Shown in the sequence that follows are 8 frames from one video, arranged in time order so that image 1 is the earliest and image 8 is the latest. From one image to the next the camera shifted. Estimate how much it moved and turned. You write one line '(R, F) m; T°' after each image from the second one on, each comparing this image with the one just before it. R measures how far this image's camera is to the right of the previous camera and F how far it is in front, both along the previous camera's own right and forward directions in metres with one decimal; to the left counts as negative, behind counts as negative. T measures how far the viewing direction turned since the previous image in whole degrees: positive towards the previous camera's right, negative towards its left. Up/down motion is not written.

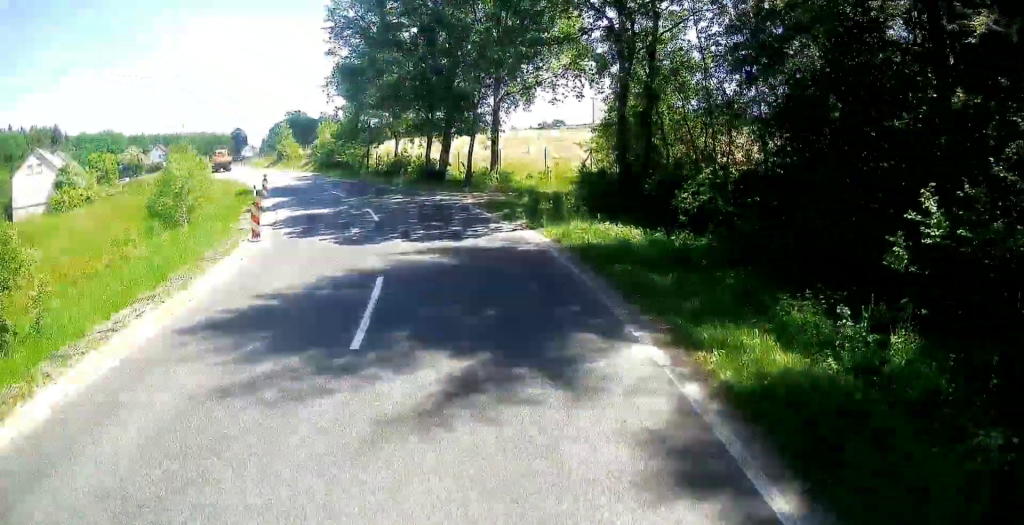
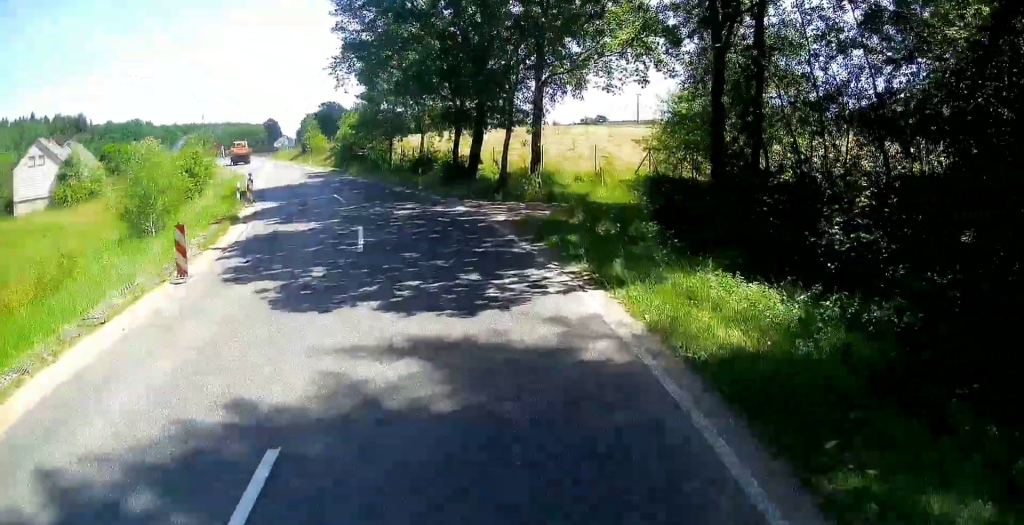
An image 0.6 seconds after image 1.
(0.0, +6.8) m; -3°
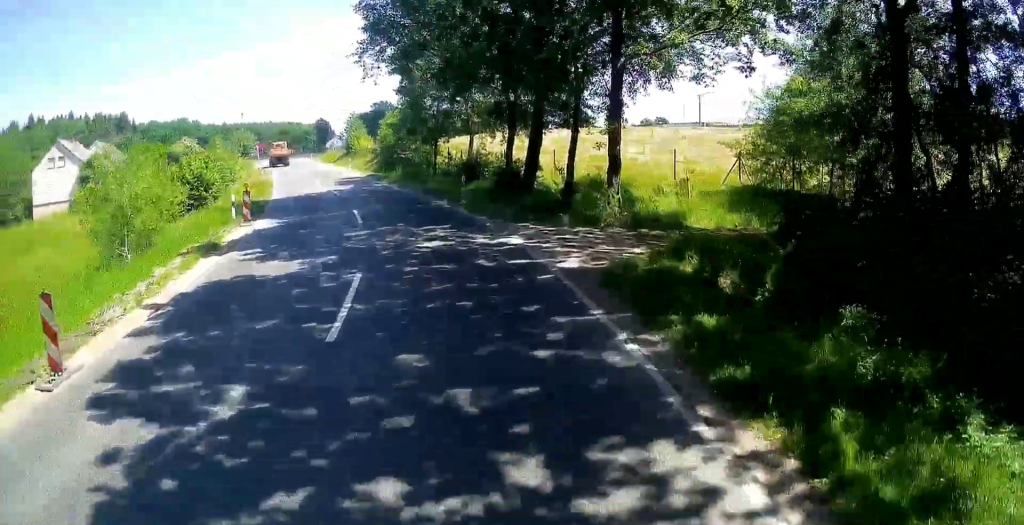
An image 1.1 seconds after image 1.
(+0.1, +6.0) m; -3°
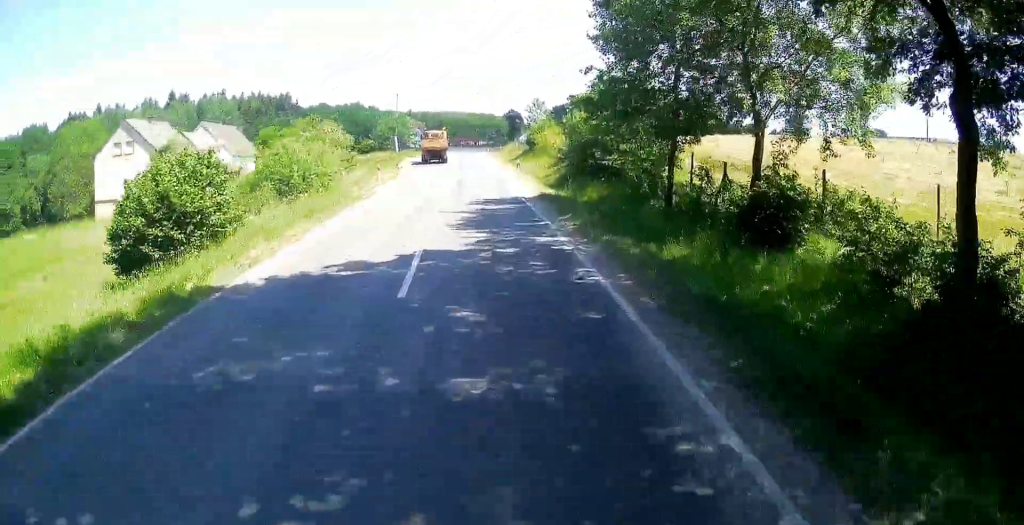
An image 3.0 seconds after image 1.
(-1.7, +21.7) m; -6°
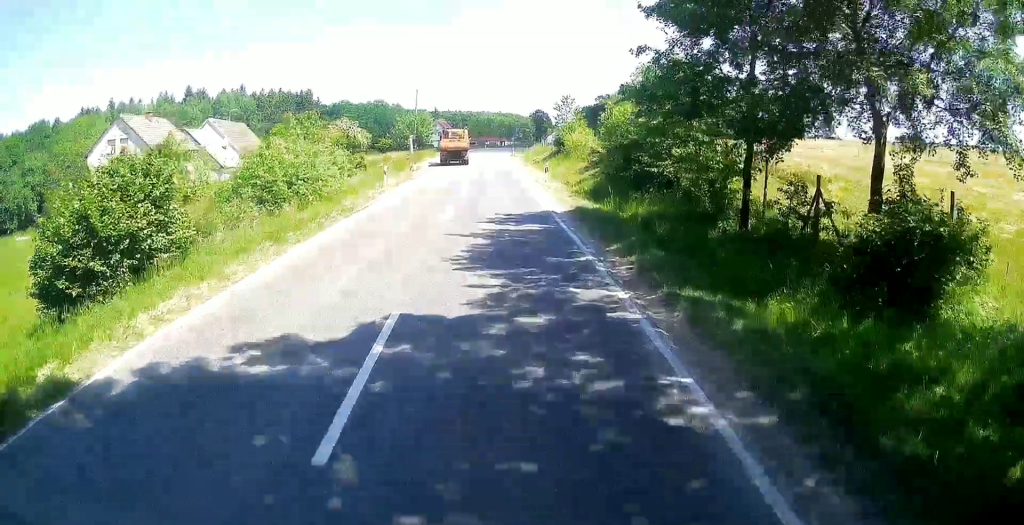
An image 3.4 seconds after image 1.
(-0.1, +5.3) m; -1°
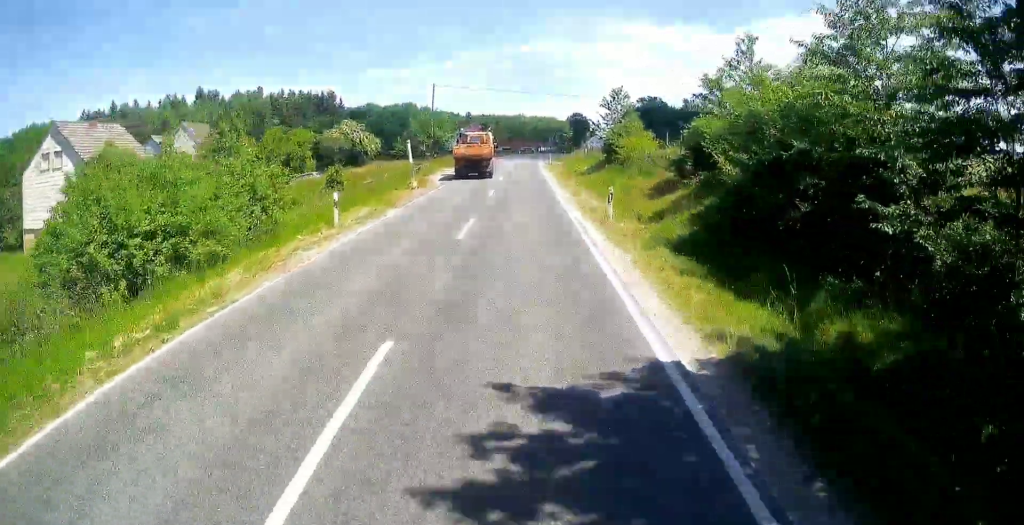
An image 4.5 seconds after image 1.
(-0.5, +14.0) m; -5°
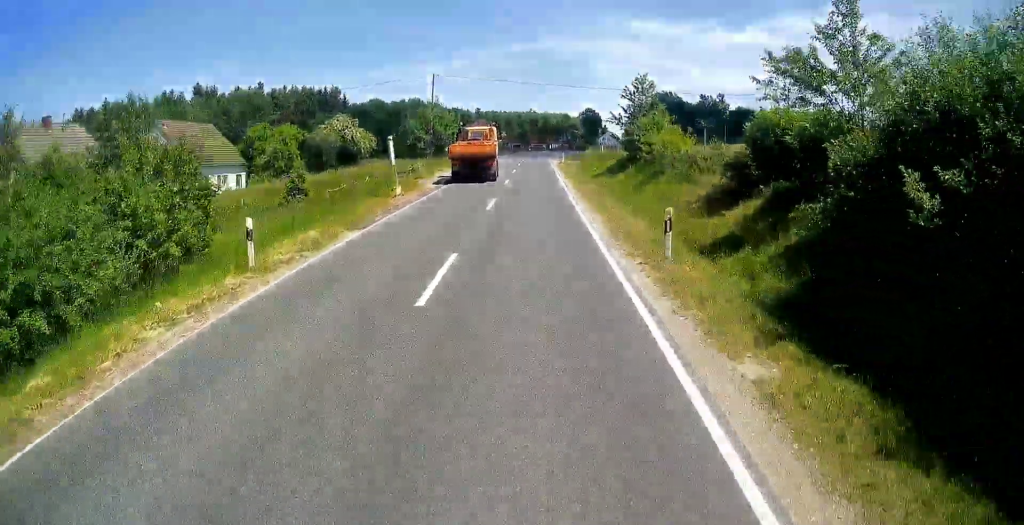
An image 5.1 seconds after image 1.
(+0.1, +7.0) m; -4°
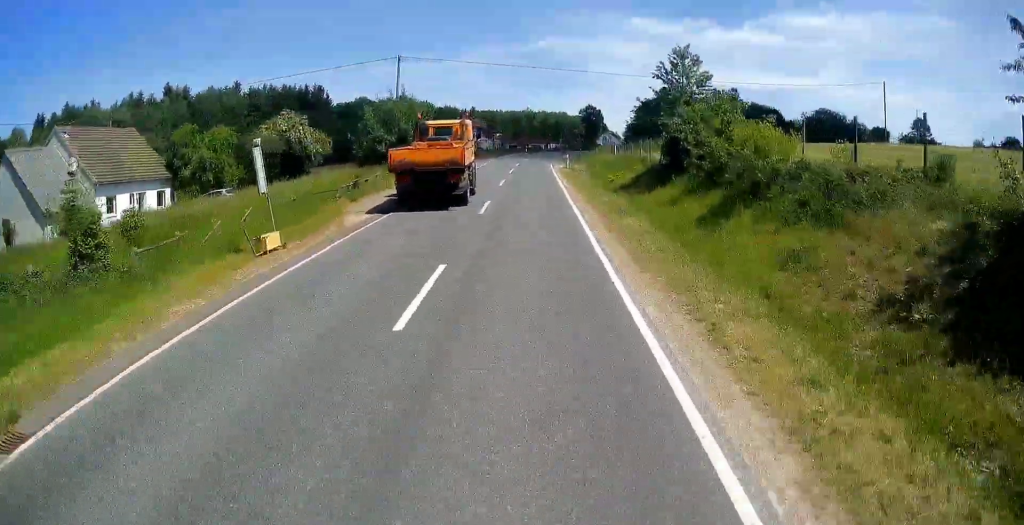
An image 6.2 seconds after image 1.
(-1.3, +13.9) m; -7°
